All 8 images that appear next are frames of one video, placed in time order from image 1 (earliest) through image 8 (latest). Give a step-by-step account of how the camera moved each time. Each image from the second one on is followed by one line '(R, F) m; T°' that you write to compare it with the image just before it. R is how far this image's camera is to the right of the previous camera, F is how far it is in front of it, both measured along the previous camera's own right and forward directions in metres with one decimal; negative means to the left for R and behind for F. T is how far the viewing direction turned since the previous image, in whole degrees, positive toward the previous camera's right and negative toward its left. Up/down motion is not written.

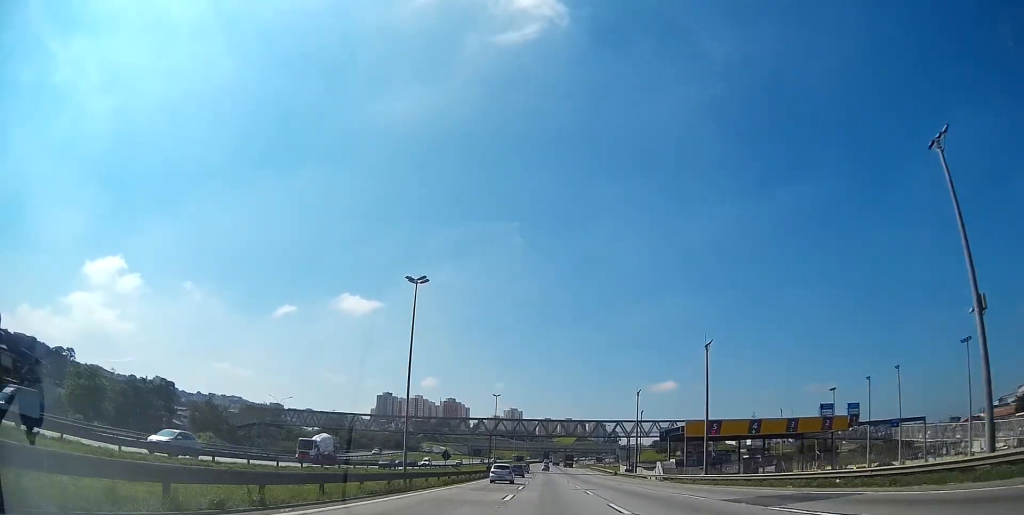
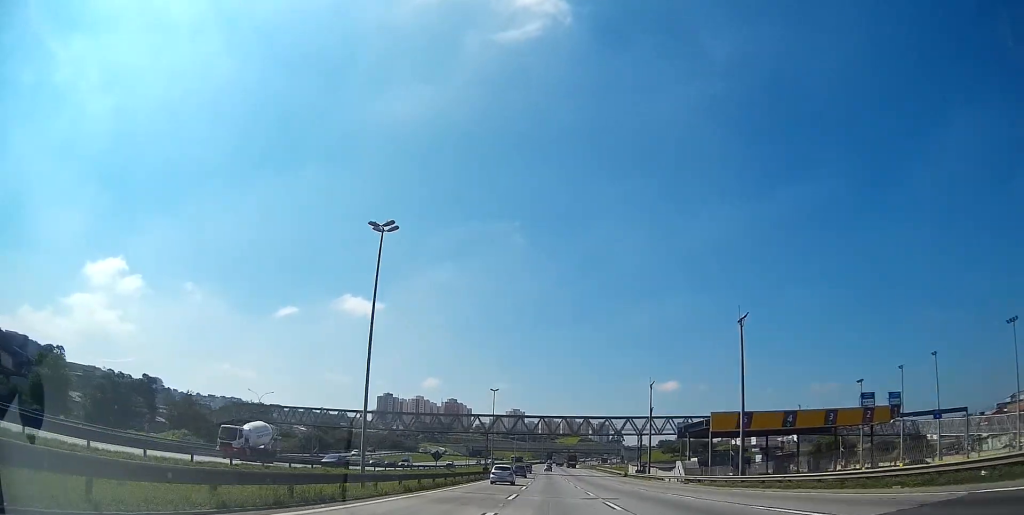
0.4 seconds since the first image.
(0.0, +10.6) m; 0°
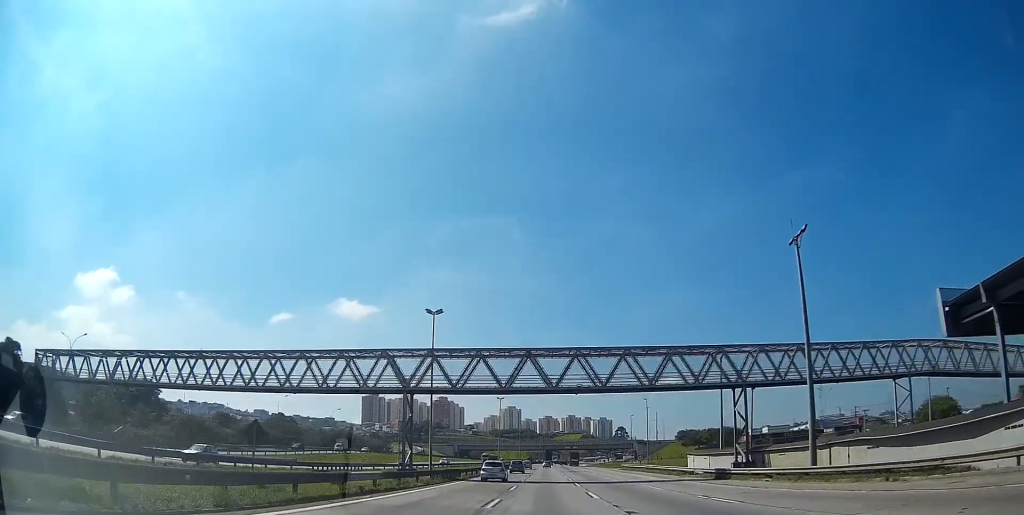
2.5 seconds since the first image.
(-0.9, +50.4) m; -1°
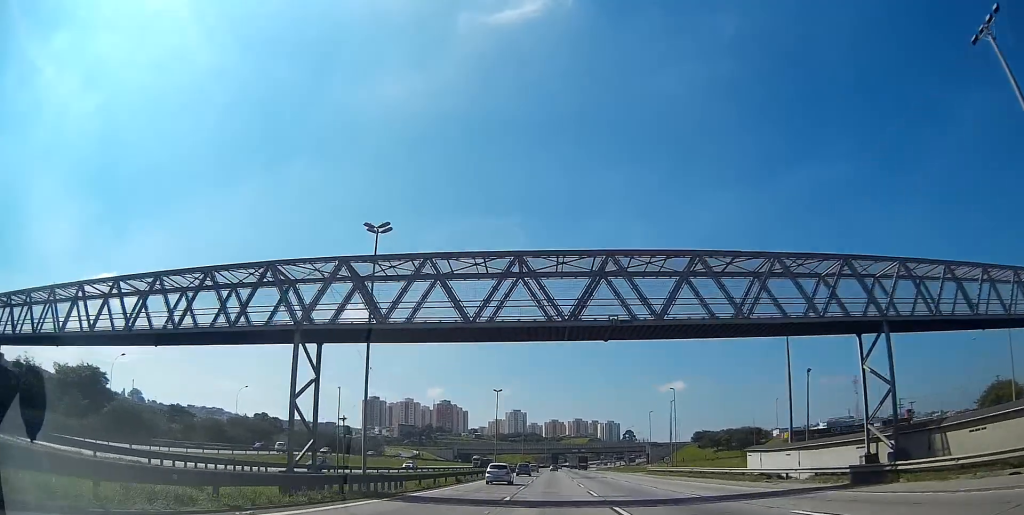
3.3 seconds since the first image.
(+0.1, +17.3) m; 0°
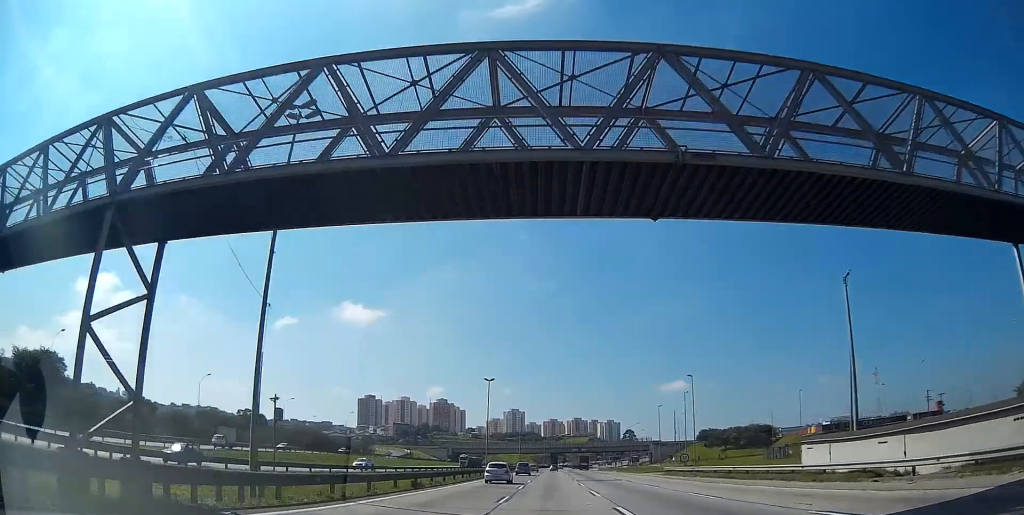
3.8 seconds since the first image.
(0.0, +11.0) m; 0°
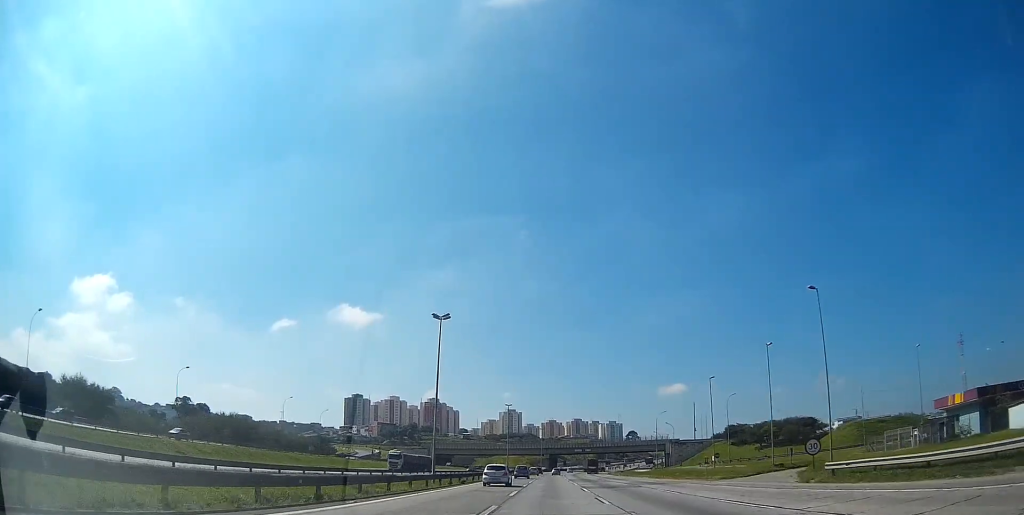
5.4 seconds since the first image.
(-0.3, +38.3) m; -1°
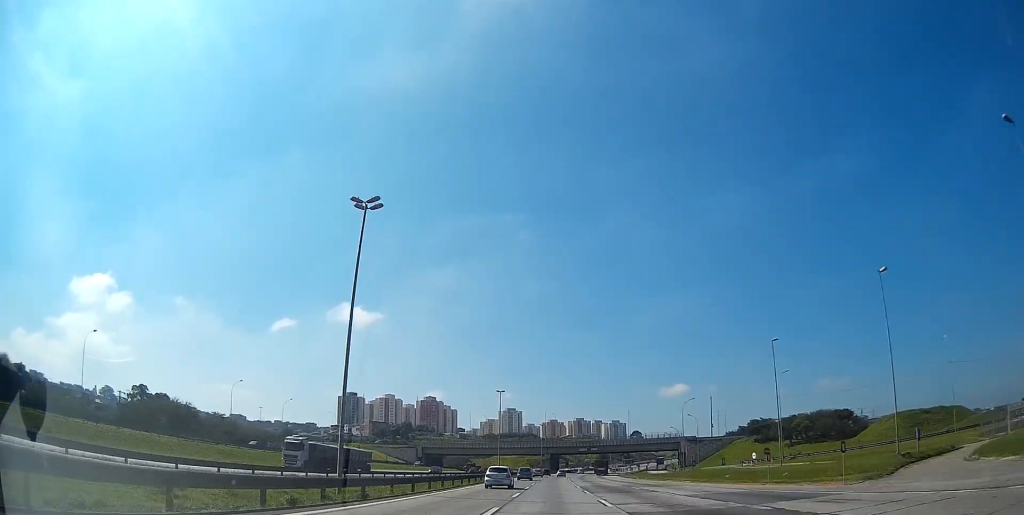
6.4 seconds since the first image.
(0.0, +23.5) m; 0°
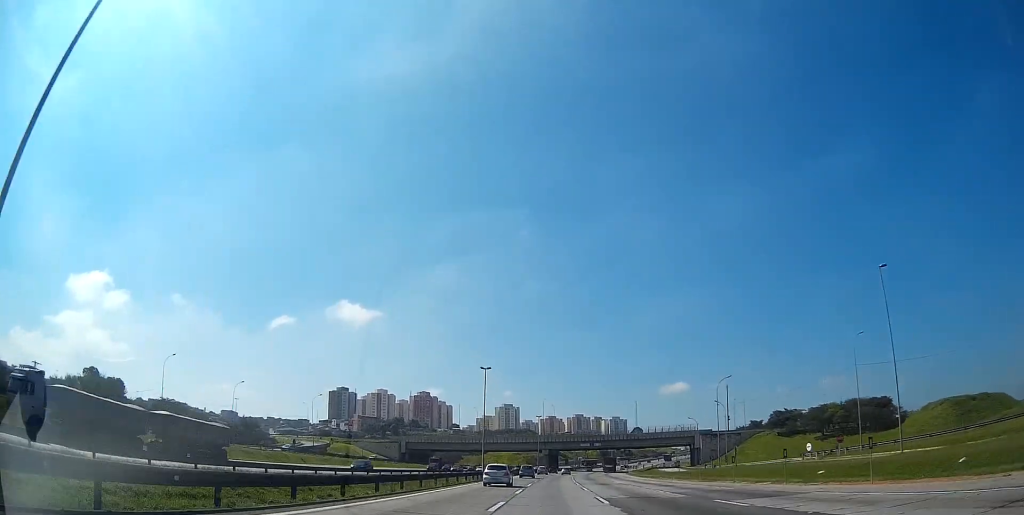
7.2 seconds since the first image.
(-0.1, +22.5) m; 0°
